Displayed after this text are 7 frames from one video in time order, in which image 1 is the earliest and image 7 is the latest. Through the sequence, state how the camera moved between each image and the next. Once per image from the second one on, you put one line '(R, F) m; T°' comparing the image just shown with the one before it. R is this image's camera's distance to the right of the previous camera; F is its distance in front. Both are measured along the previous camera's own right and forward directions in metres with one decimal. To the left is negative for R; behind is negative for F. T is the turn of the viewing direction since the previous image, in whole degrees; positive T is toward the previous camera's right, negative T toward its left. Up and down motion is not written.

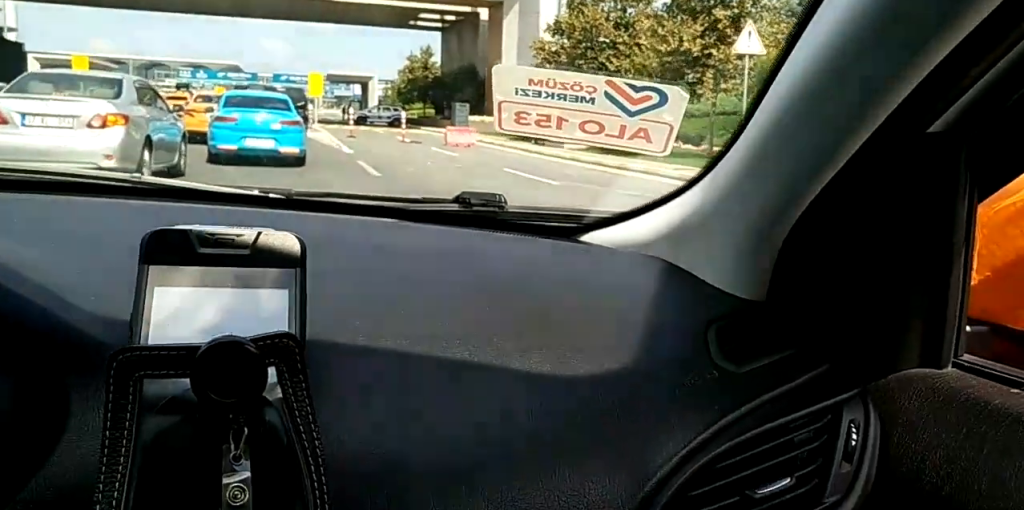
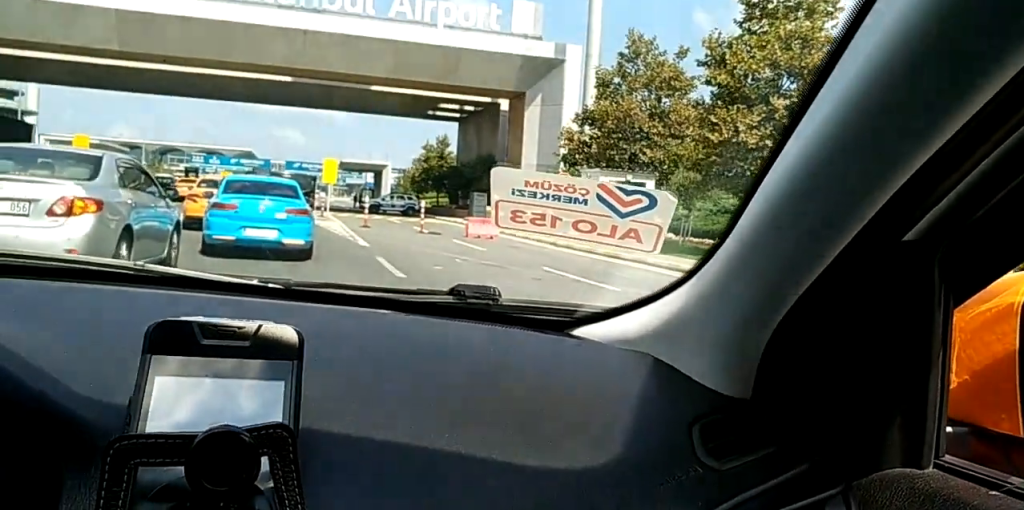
(0.0, +2.3) m; 0°
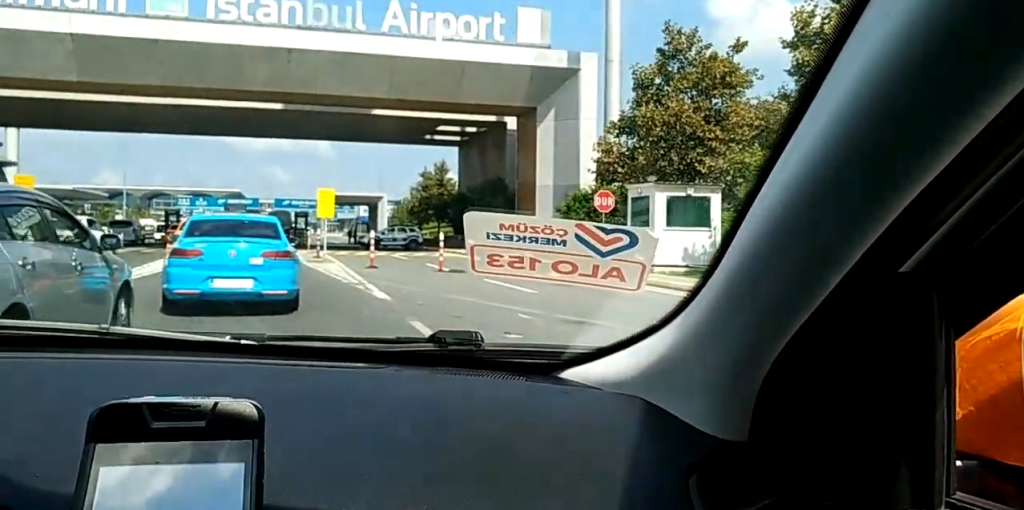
(0.0, +4.2) m; -1°
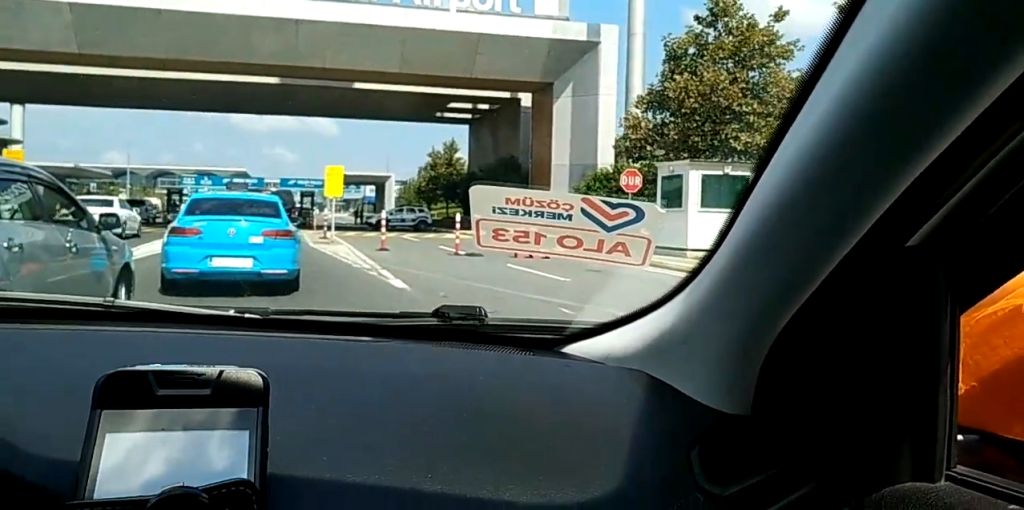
(0.0, +1.5) m; 0°
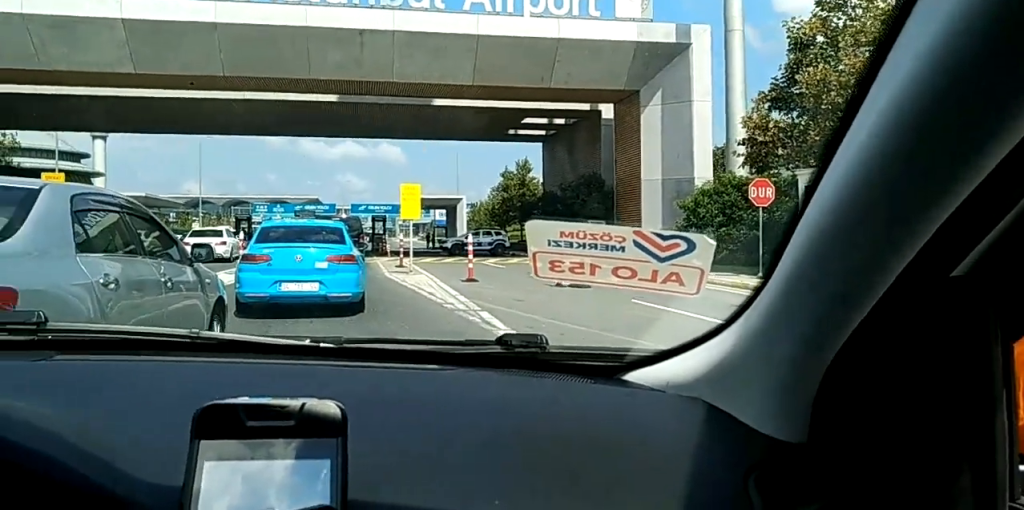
(0.0, +3.3) m; 0°
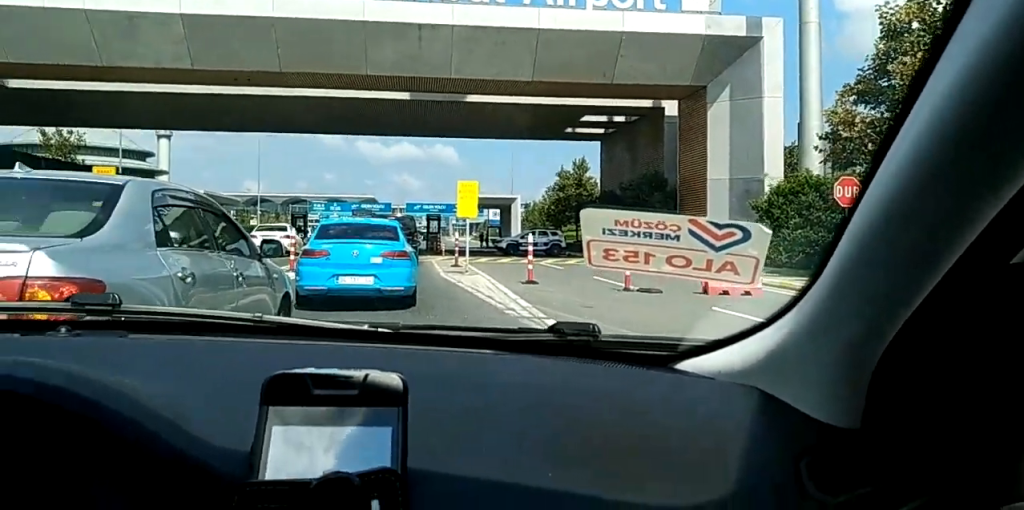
(0.0, +1.0) m; 0°
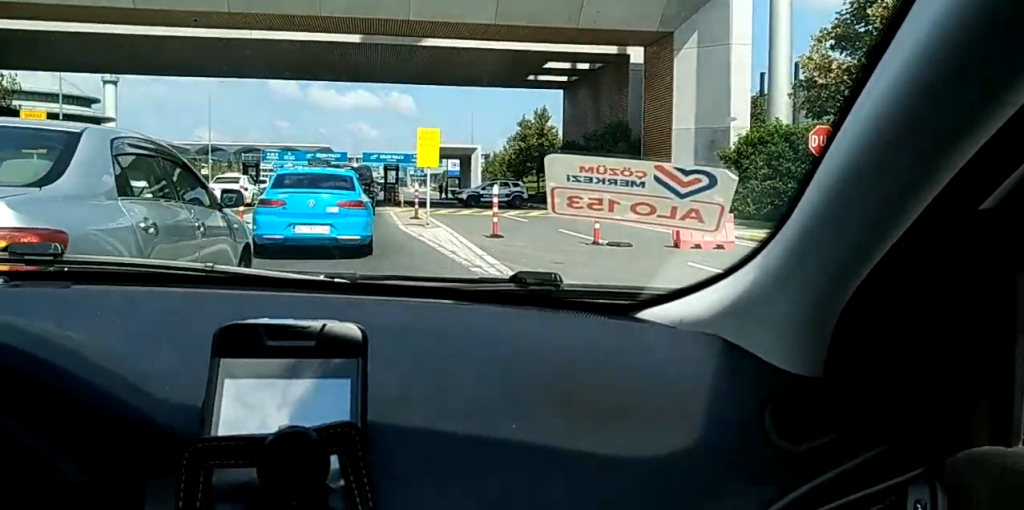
(0.0, +0.6) m; 0°
